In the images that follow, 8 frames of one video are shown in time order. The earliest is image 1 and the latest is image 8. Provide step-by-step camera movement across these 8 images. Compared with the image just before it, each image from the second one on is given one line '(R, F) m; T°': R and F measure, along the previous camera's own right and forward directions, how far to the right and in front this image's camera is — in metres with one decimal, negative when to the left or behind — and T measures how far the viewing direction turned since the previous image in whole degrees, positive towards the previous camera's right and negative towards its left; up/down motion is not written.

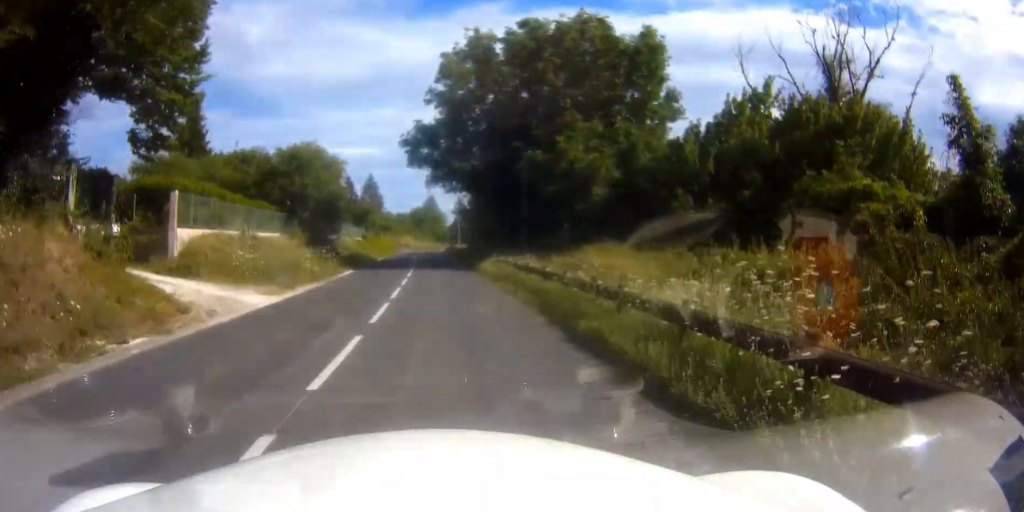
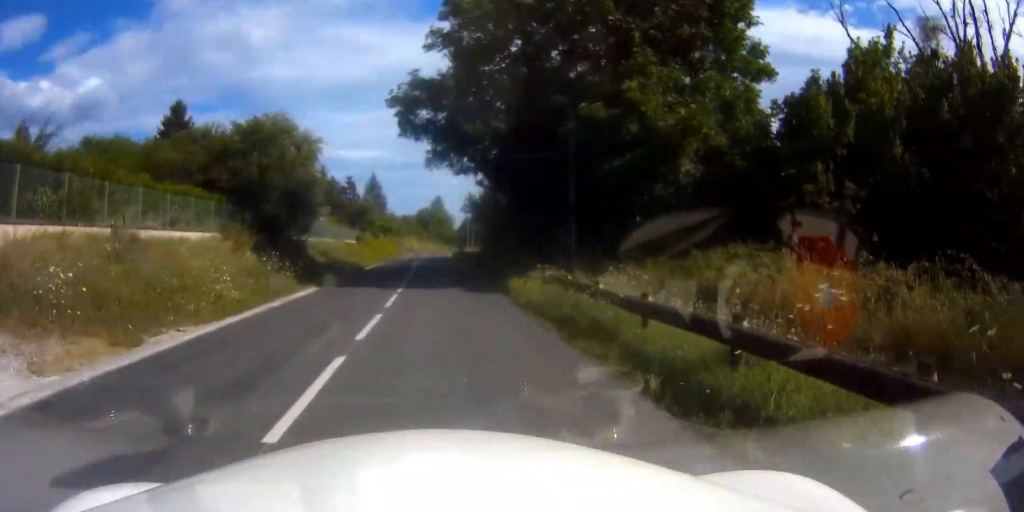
(0.0, +9.9) m; 0°
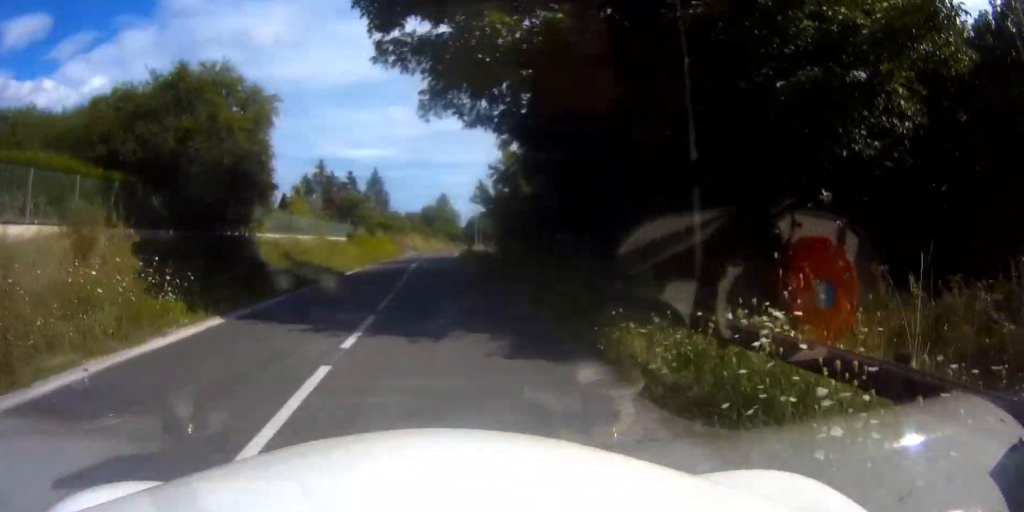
(0.0, +9.5) m; -1°
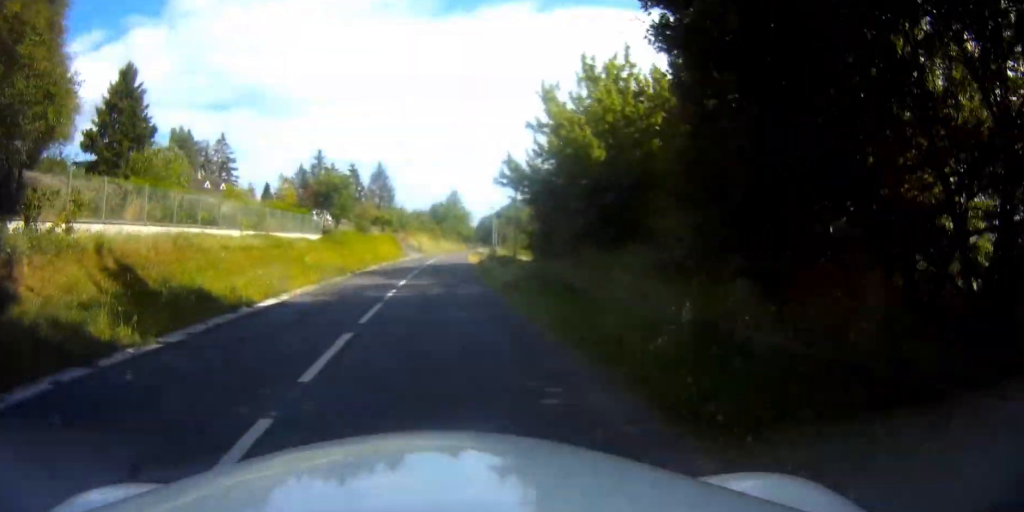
(-0.1, +14.7) m; -1°
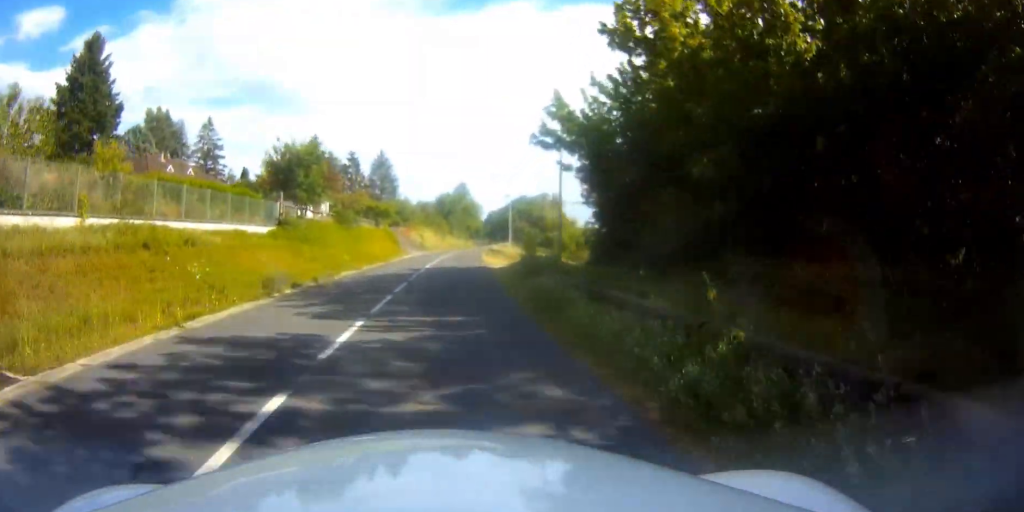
(-0.3, +12.0) m; 0°
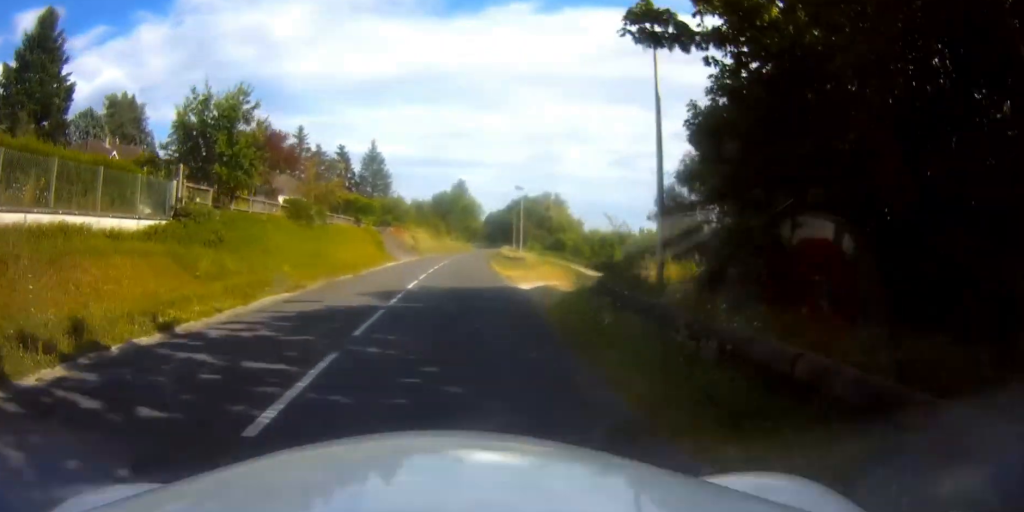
(+0.2, +11.3) m; +1°
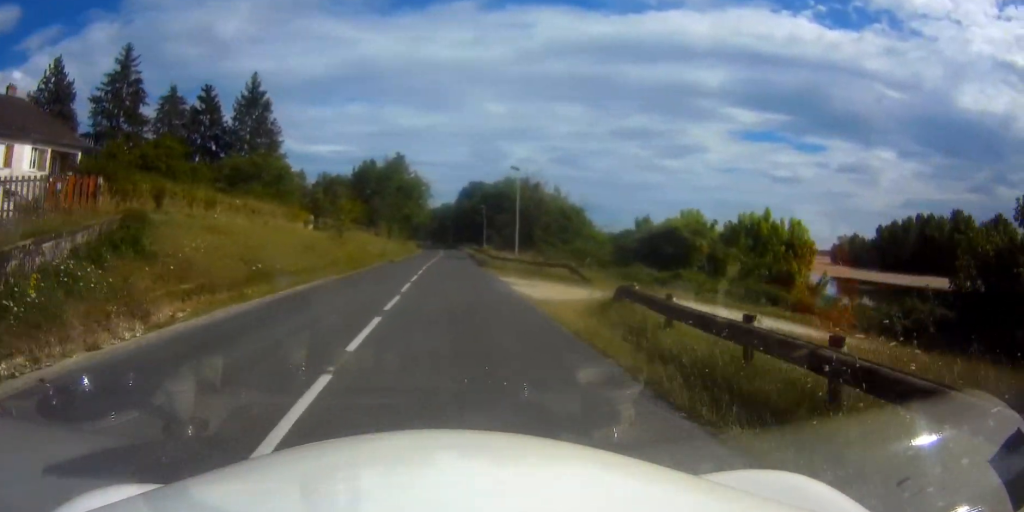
(+2.3, +53.3) m; +5°
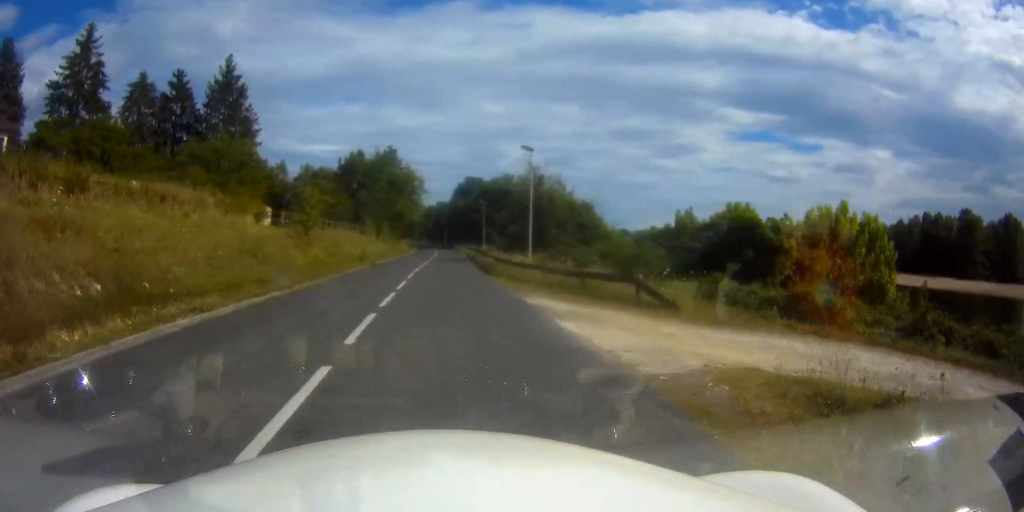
(0.0, +8.1) m; 0°
